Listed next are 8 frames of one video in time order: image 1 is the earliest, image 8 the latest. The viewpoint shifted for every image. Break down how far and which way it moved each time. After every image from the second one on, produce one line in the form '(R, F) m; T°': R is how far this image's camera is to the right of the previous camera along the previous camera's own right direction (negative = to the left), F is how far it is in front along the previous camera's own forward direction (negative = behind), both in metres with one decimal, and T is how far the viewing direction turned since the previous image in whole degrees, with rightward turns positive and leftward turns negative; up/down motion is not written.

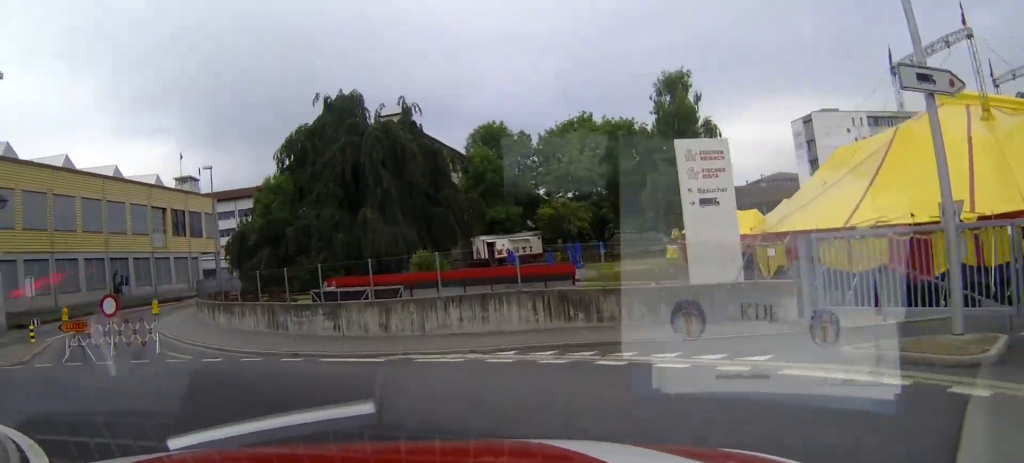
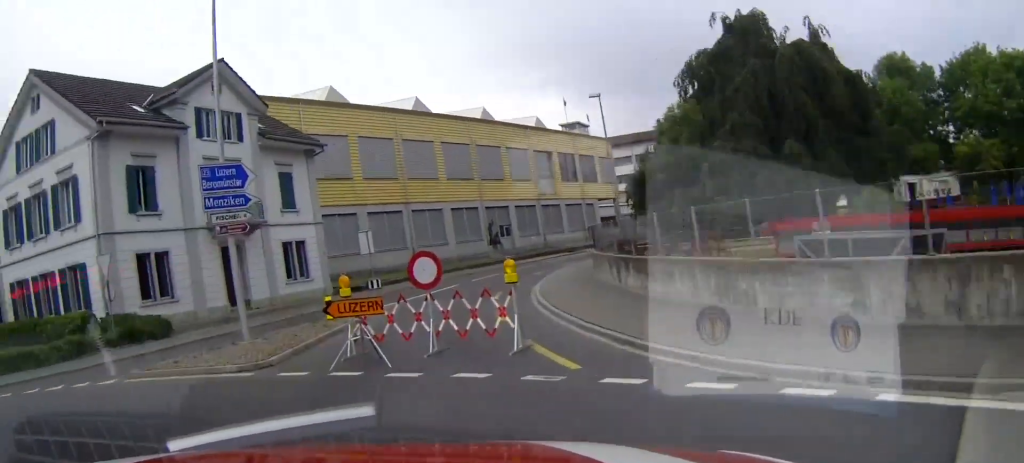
(-0.3, +8.5) m; -15°
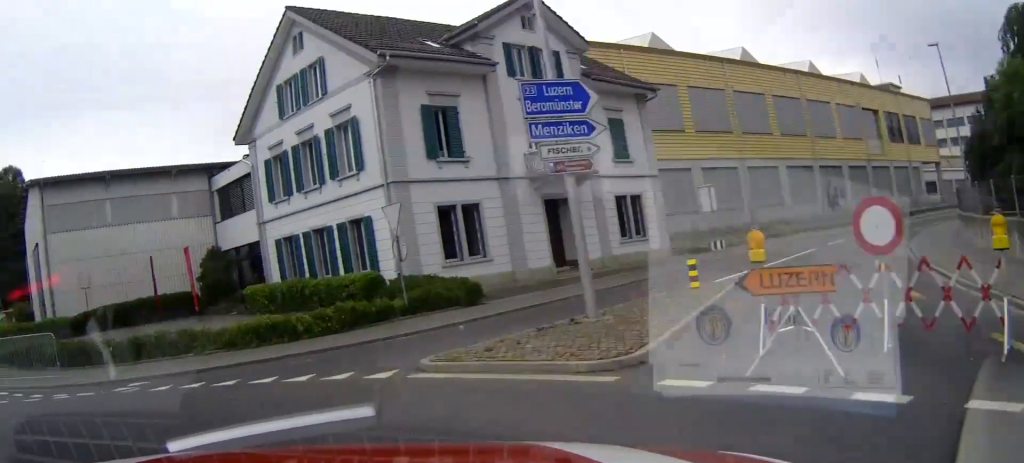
(-0.7, +3.4) m; -25°
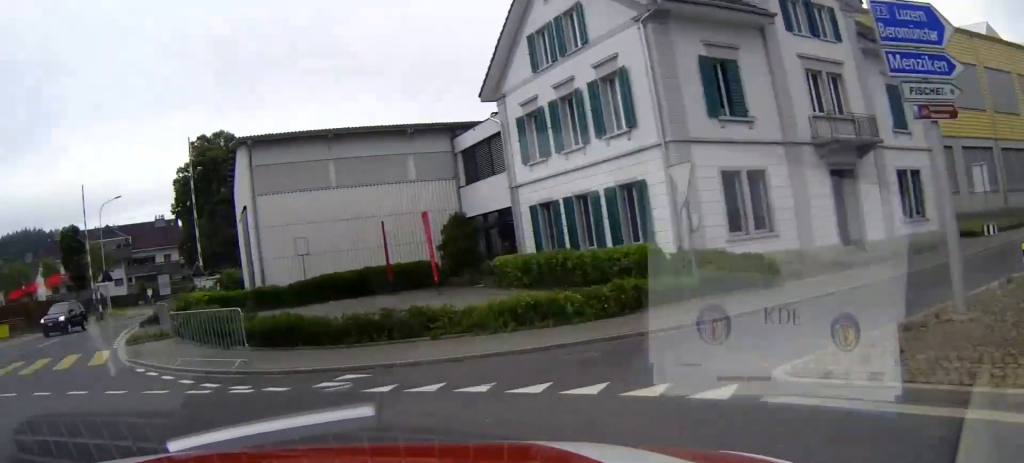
(0.0, +2.6) m; -18°
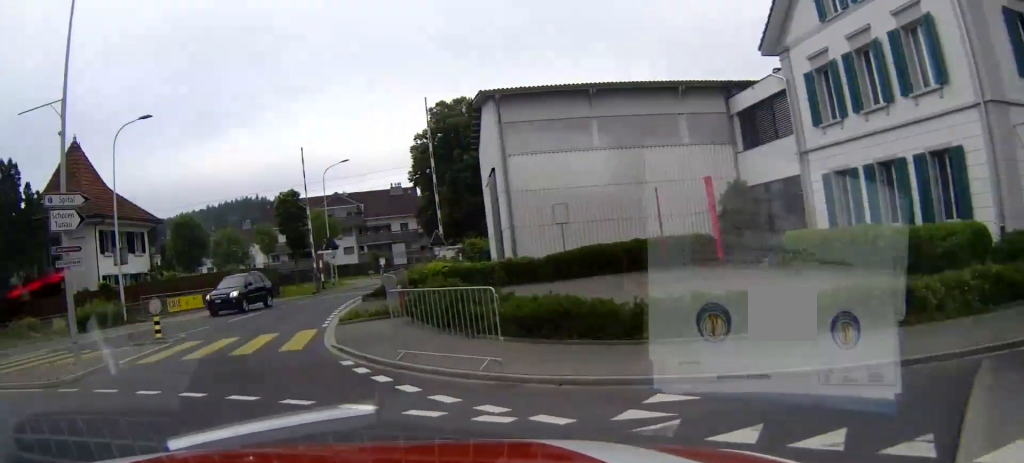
(-1.3, +3.1) m; -15°
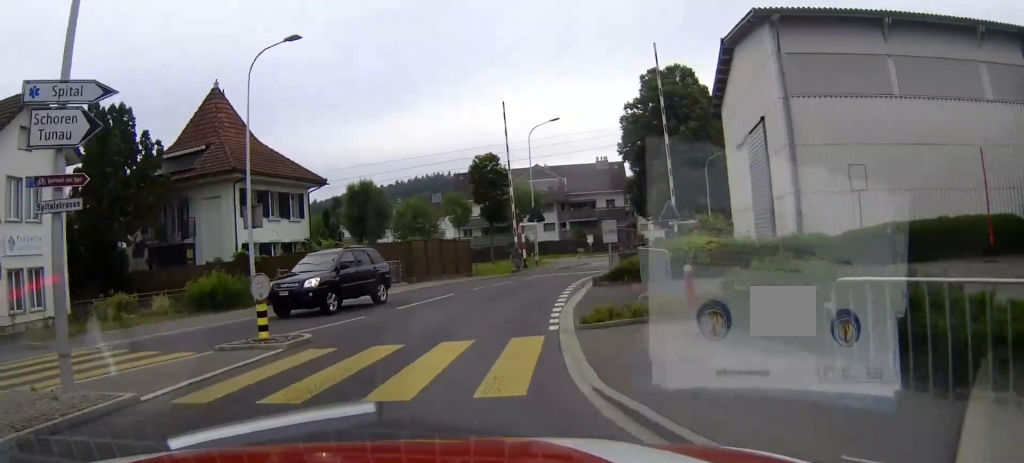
(-1.0, +5.5) m; -12°
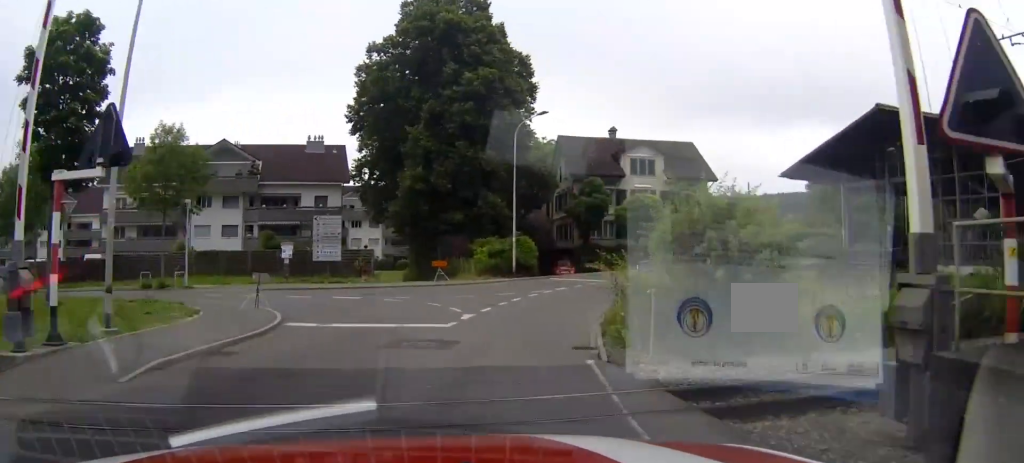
(+2.5, +25.6) m; +19°
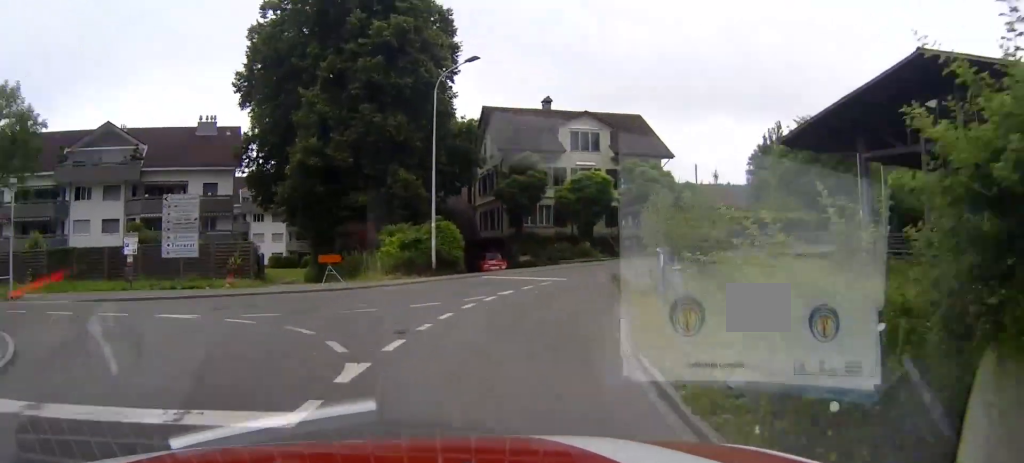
(+0.8, +8.1) m; +6°
